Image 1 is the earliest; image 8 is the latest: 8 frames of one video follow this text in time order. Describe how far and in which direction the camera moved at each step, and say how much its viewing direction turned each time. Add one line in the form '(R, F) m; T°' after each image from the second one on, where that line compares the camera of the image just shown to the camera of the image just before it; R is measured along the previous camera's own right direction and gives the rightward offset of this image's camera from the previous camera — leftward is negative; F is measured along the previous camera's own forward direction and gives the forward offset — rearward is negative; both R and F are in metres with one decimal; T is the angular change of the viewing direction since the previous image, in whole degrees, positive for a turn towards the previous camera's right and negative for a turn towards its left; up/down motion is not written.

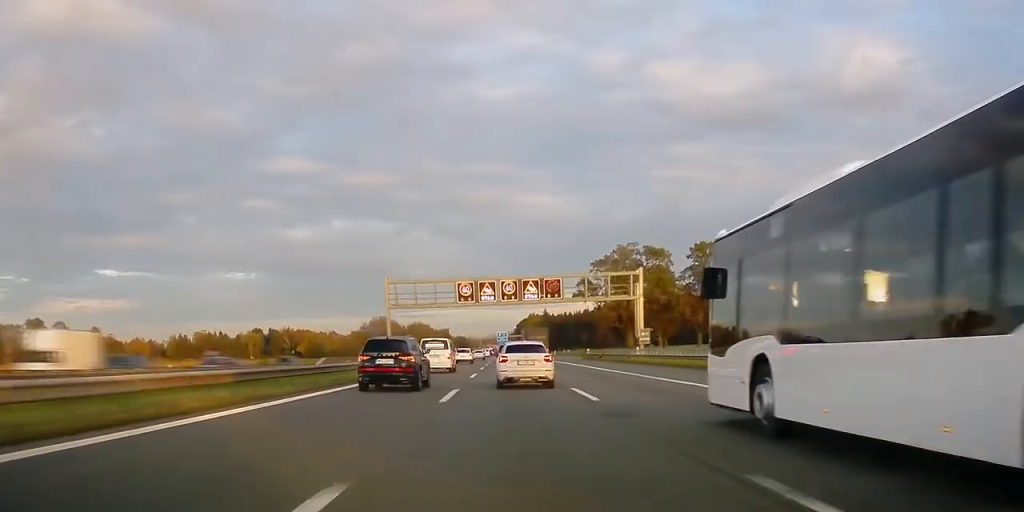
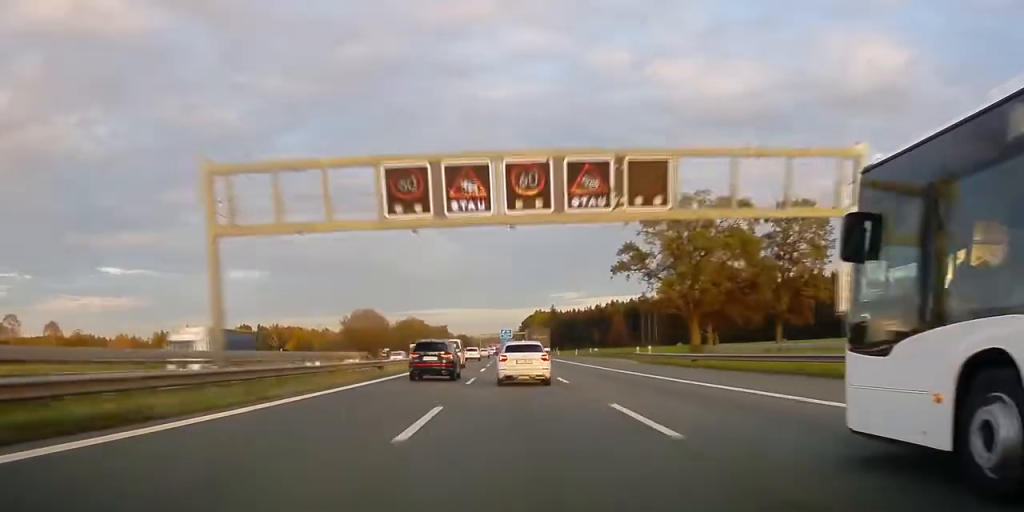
(+0.1, +44.7) m; +1°
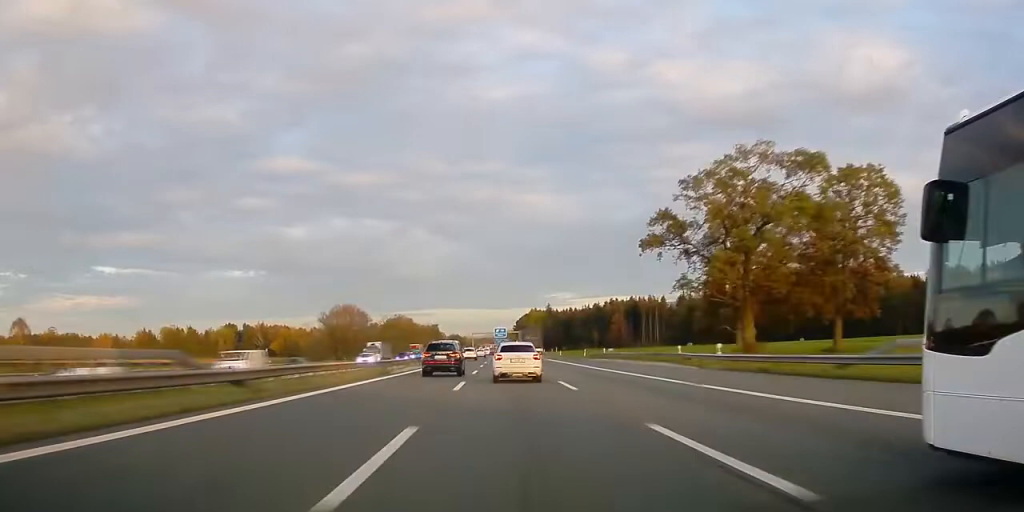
(+0.1, +23.3) m; 0°
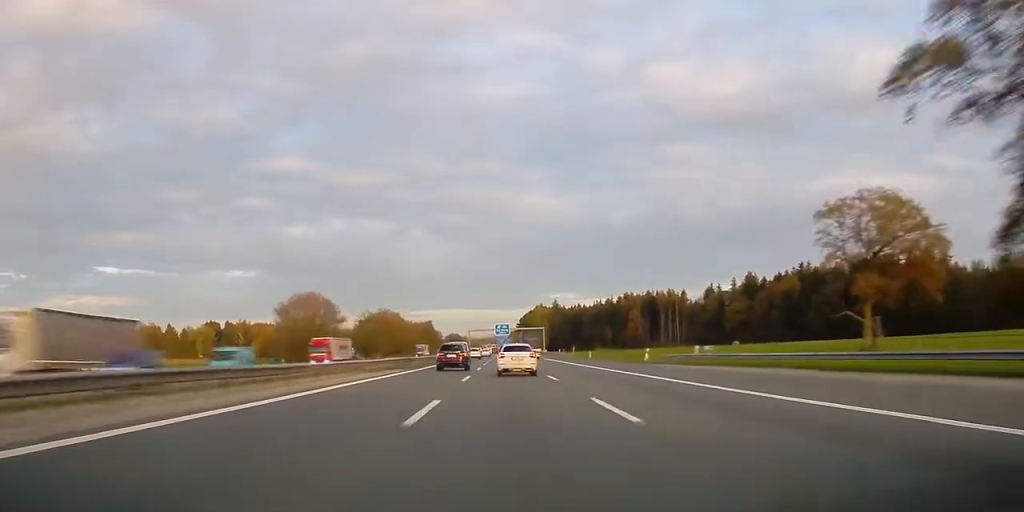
(+0.2, +50.2) m; 0°
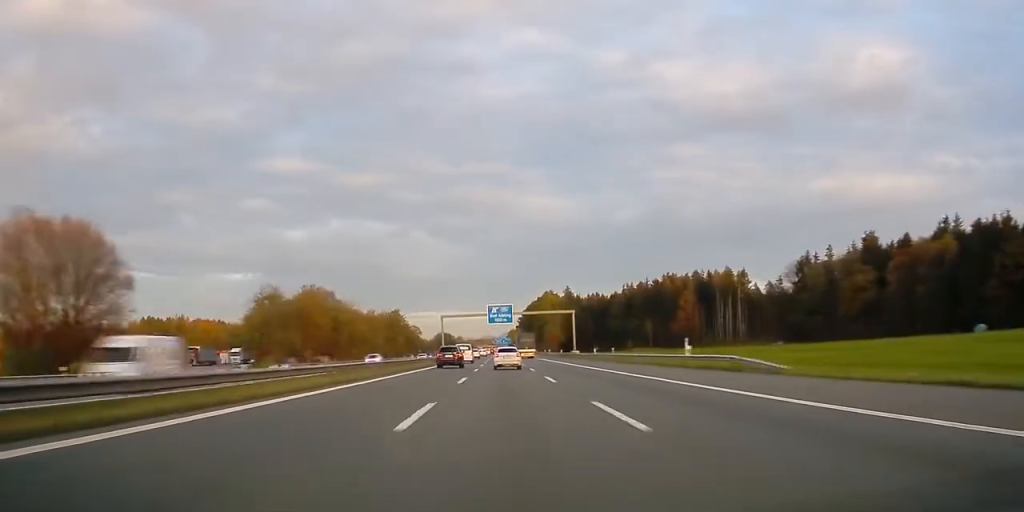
(-0.5, +113.0) m; 0°
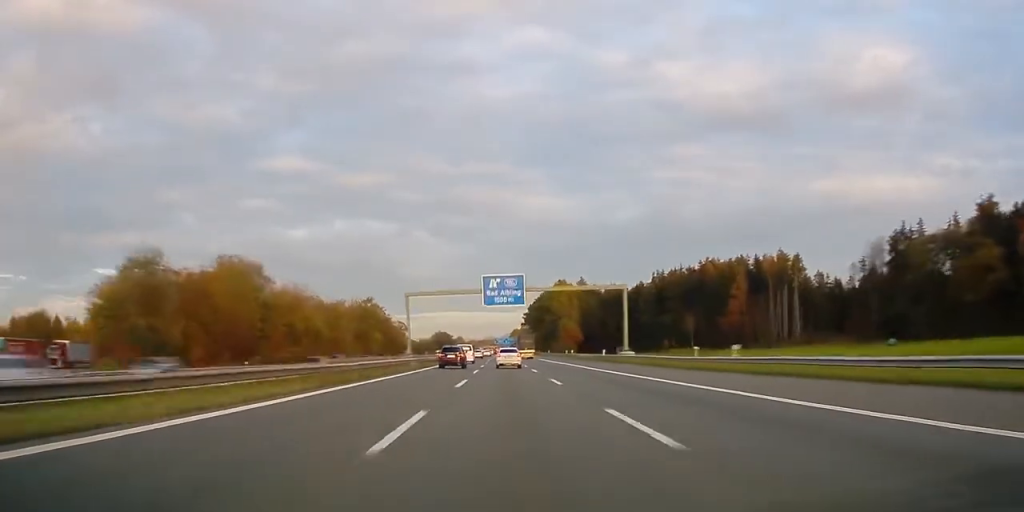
(+0.1, +58.1) m; 0°
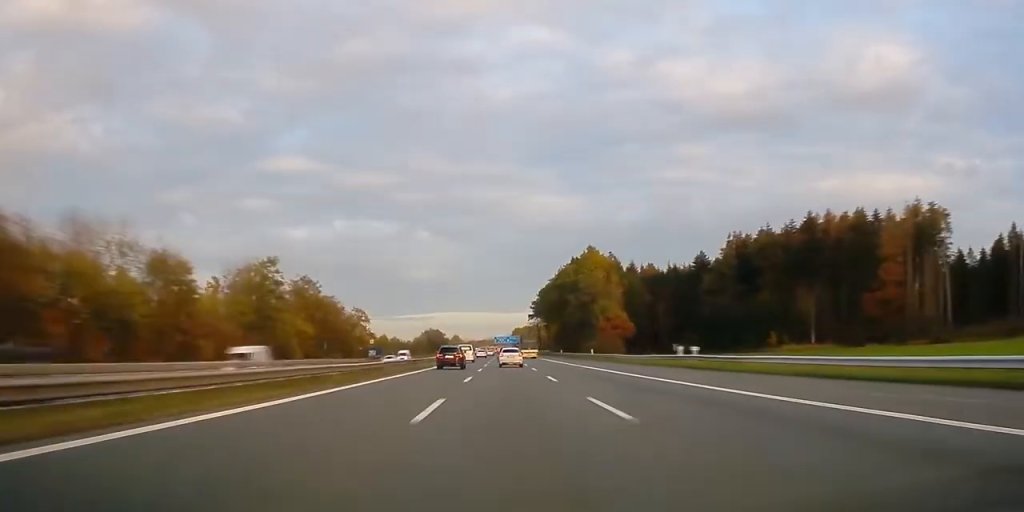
(0.0, +87.7) m; 0°
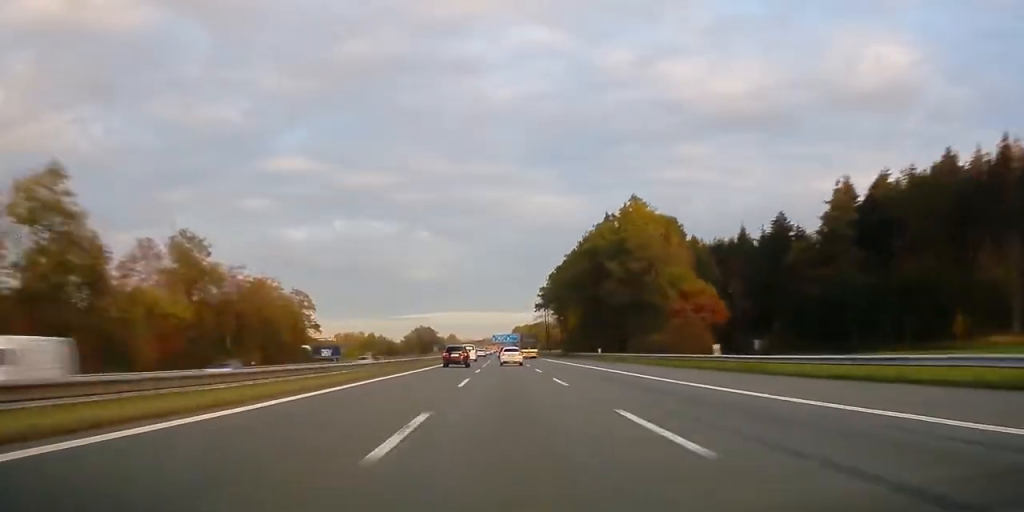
(+0.1, +59.0) m; 0°
